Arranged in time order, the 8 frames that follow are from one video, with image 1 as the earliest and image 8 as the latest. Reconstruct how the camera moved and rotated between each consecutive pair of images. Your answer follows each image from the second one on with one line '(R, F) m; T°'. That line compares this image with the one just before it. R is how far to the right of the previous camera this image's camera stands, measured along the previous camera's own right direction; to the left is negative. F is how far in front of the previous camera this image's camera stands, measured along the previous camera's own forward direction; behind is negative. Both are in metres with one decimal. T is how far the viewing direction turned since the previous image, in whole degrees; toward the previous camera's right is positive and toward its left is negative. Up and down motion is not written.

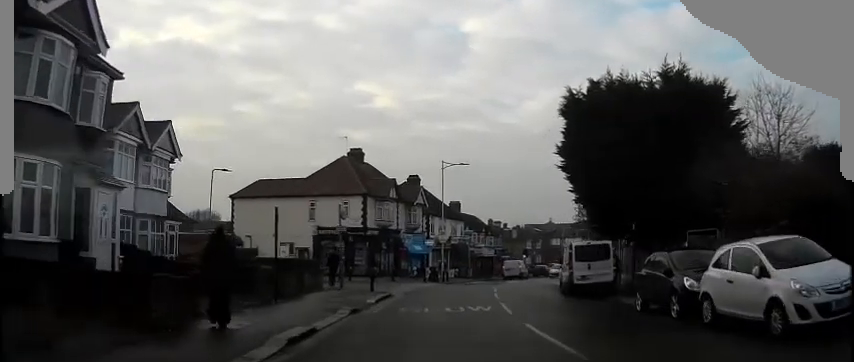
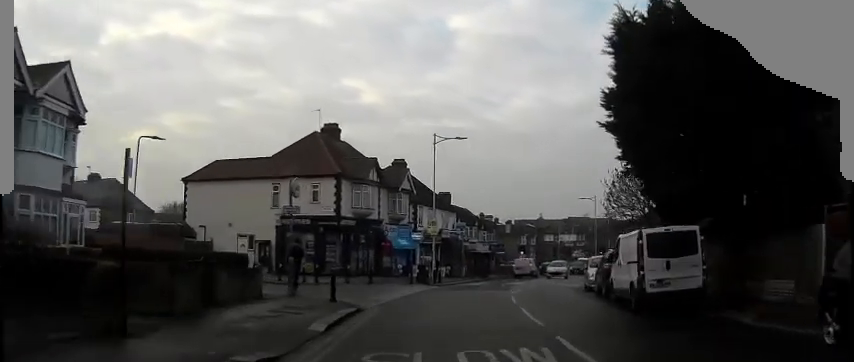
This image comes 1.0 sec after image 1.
(0.0, +8.2) m; +2°
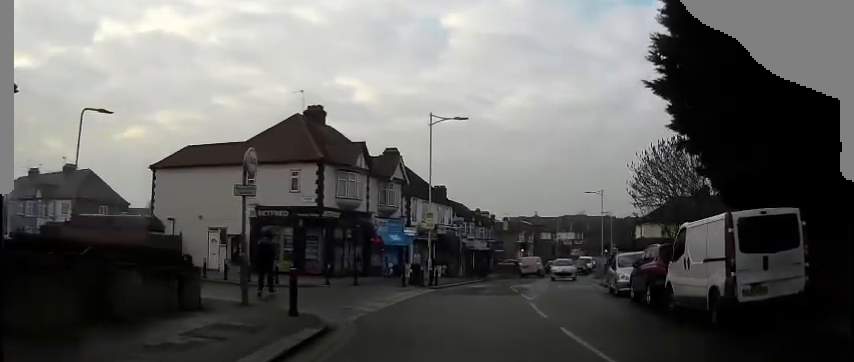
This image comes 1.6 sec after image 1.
(+0.1, +4.7) m; +2°
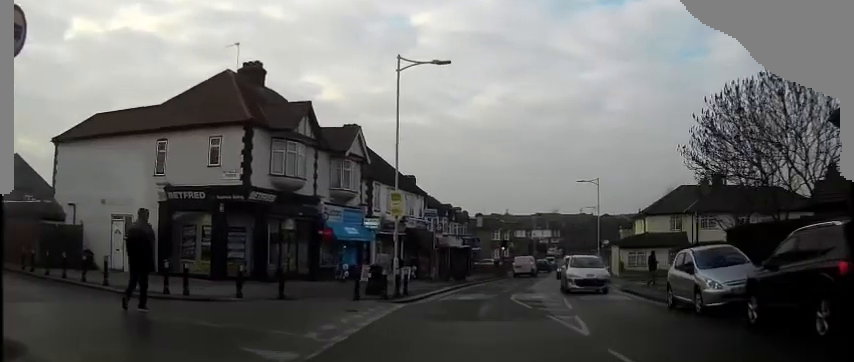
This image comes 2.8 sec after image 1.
(+0.3, +8.8) m; +3°
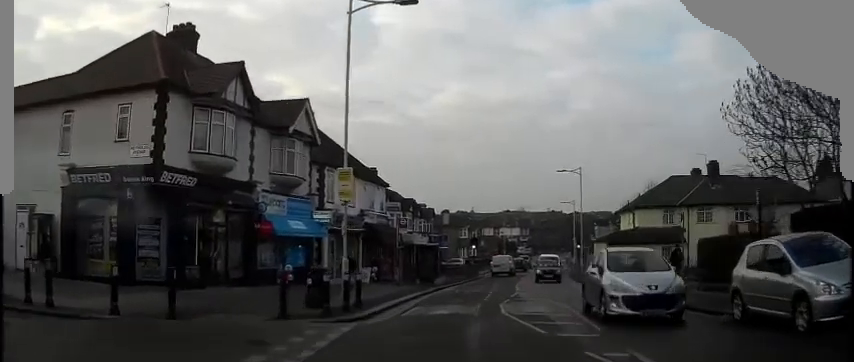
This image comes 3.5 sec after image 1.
(0.0, +5.3) m; +2°
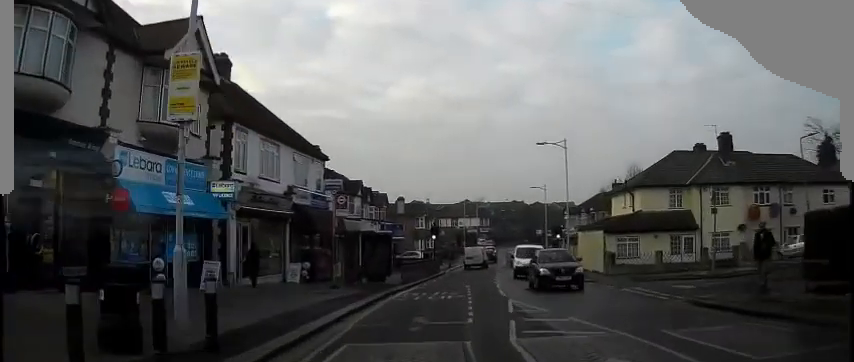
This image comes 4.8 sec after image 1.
(+0.3, +8.6) m; +3°
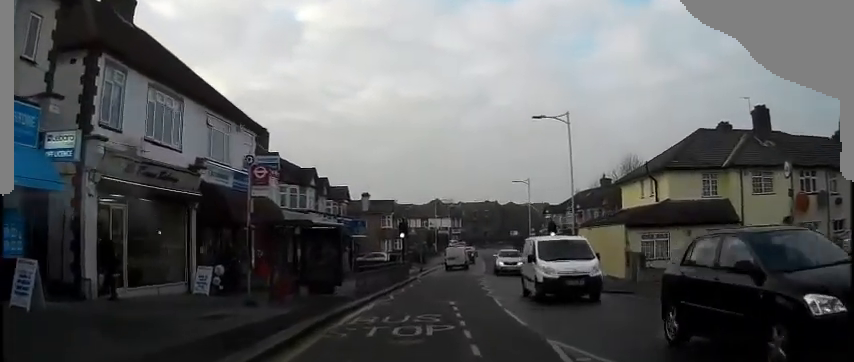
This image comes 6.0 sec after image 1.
(+0.2, +8.1) m; +5°
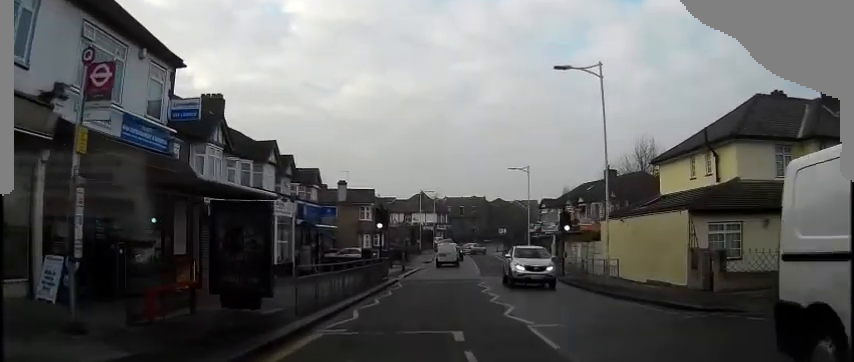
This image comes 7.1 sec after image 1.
(+0.5, +7.9) m; +5°
